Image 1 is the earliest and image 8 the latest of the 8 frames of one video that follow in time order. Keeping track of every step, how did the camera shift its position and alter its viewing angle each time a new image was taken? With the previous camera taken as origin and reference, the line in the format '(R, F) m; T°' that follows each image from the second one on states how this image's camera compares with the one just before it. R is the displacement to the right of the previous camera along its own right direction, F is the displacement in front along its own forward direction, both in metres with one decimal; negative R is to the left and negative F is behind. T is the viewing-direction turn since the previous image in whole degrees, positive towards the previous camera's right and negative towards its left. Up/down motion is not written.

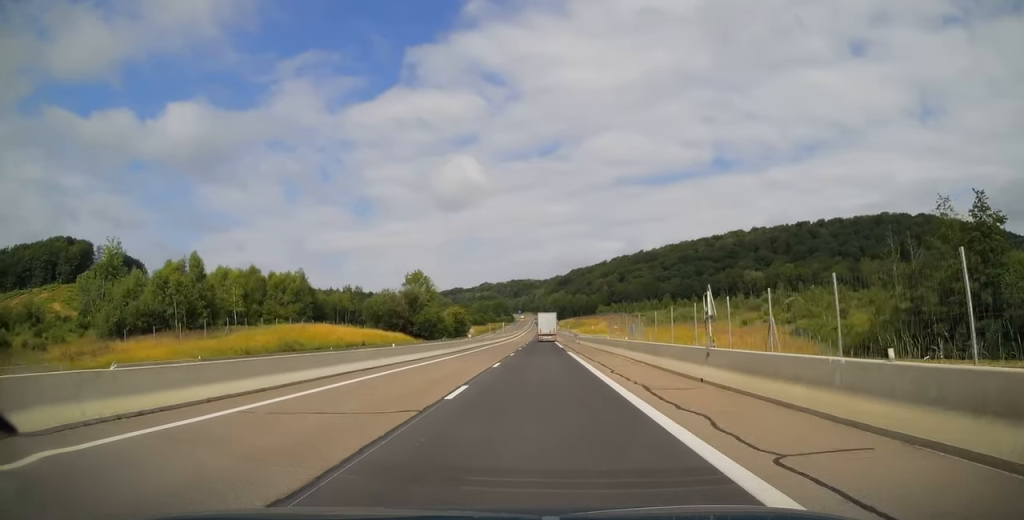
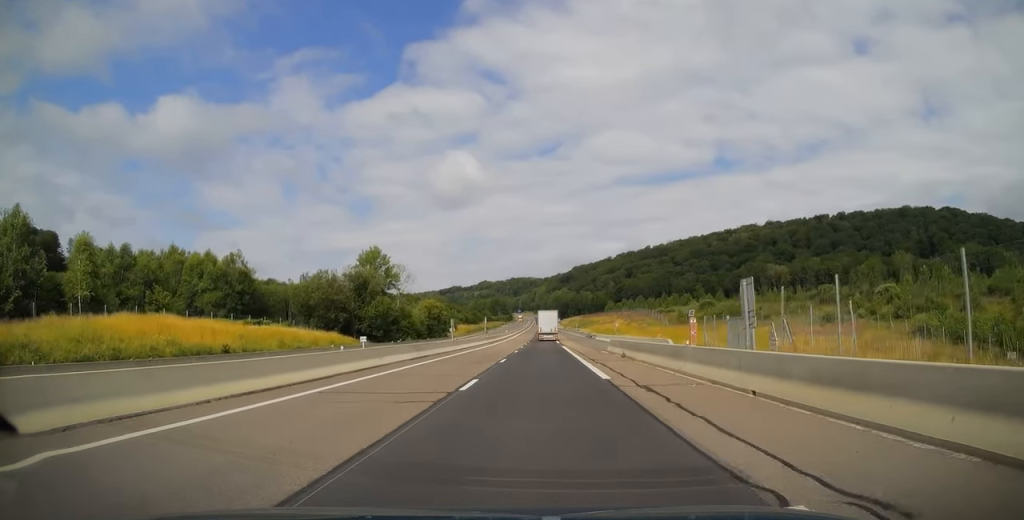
(-0.4, +34.5) m; -1°
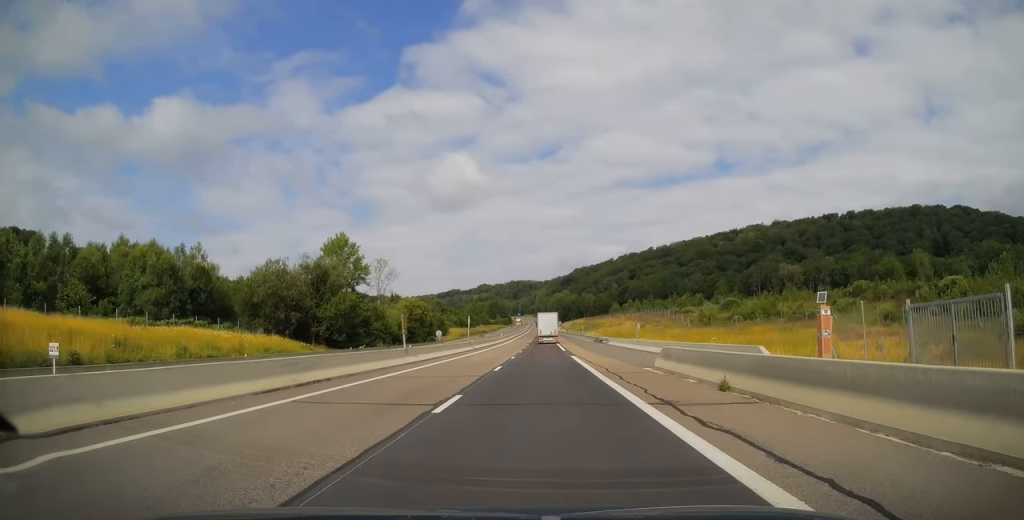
(0.0, +16.1) m; 0°
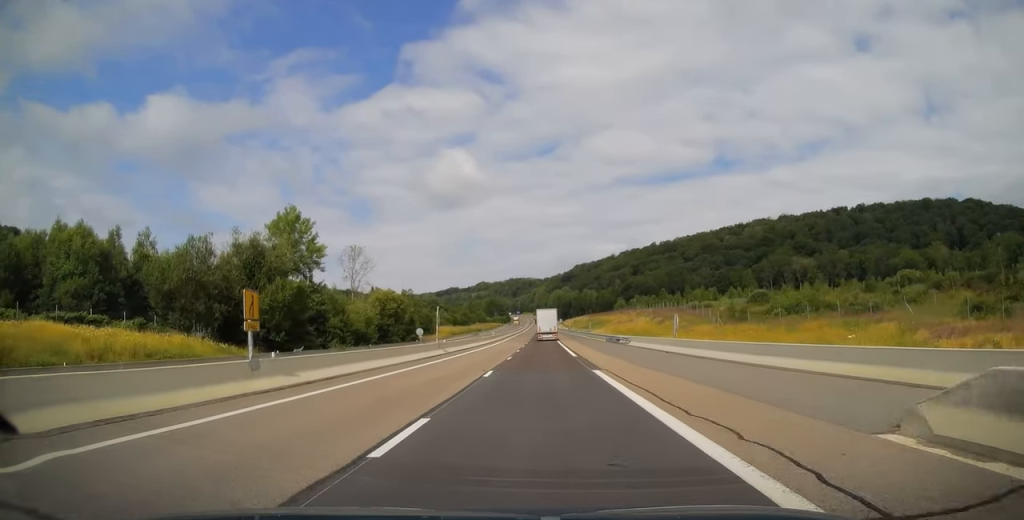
(0.0, +16.4) m; 0°
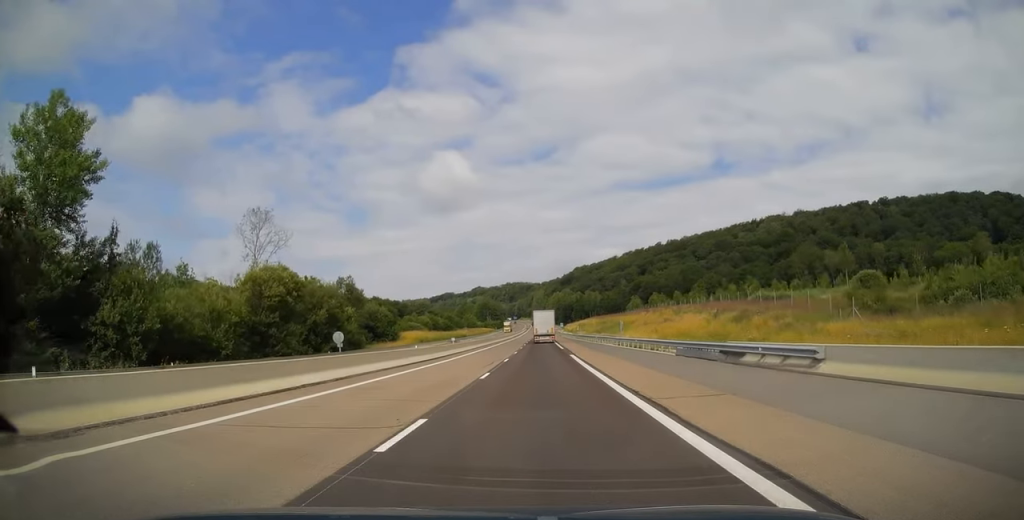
(0.0, +36.0) m; 0°
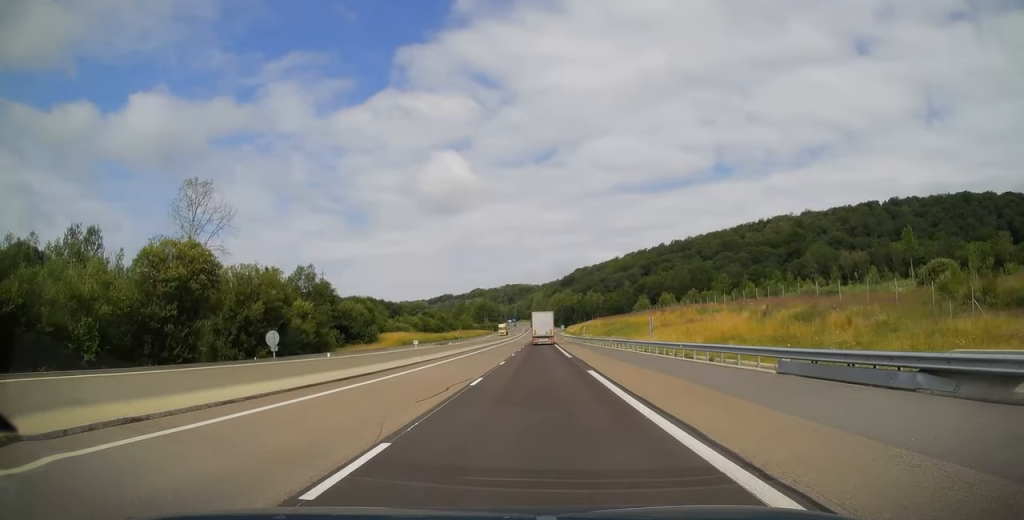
(0.0, +14.1) m; 0°
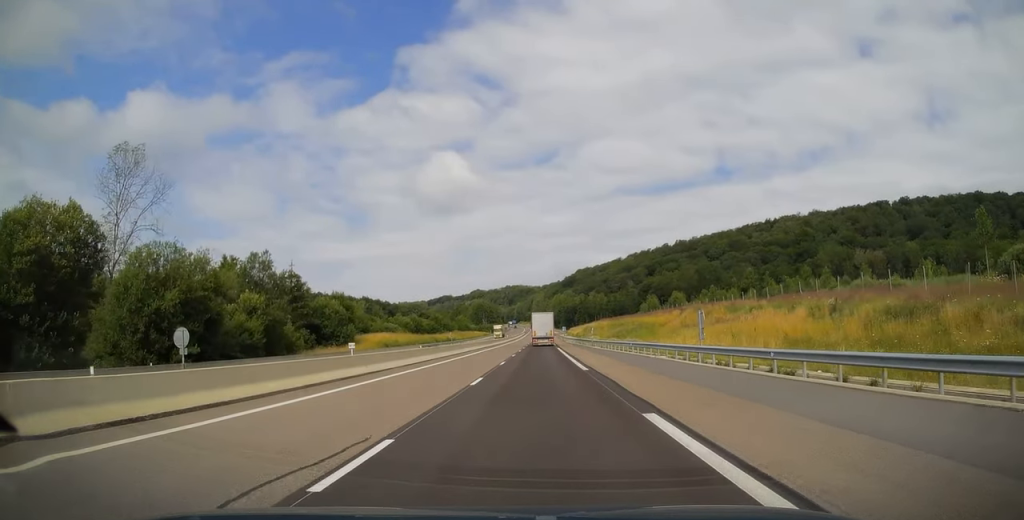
(0.0, +11.8) m; 0°
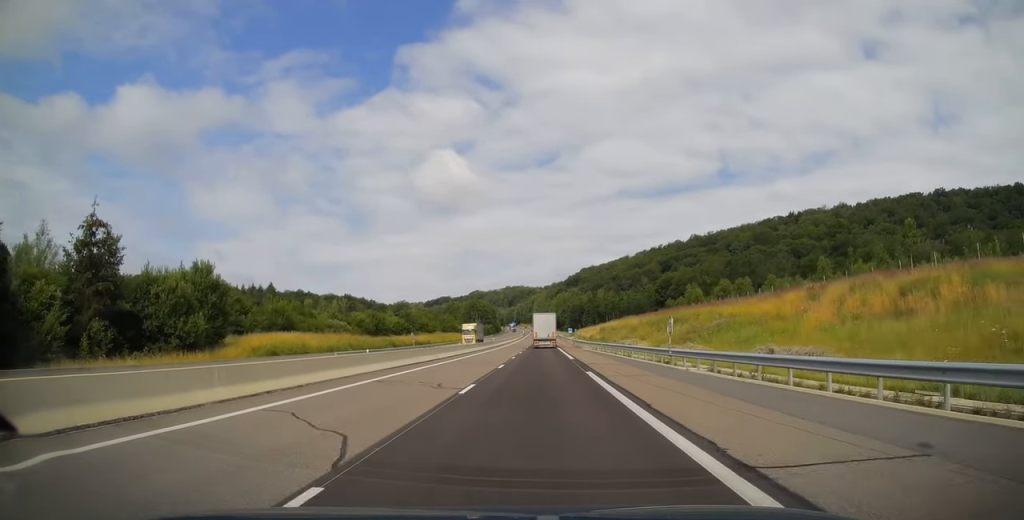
(0.0, +39.0) m; 0°
